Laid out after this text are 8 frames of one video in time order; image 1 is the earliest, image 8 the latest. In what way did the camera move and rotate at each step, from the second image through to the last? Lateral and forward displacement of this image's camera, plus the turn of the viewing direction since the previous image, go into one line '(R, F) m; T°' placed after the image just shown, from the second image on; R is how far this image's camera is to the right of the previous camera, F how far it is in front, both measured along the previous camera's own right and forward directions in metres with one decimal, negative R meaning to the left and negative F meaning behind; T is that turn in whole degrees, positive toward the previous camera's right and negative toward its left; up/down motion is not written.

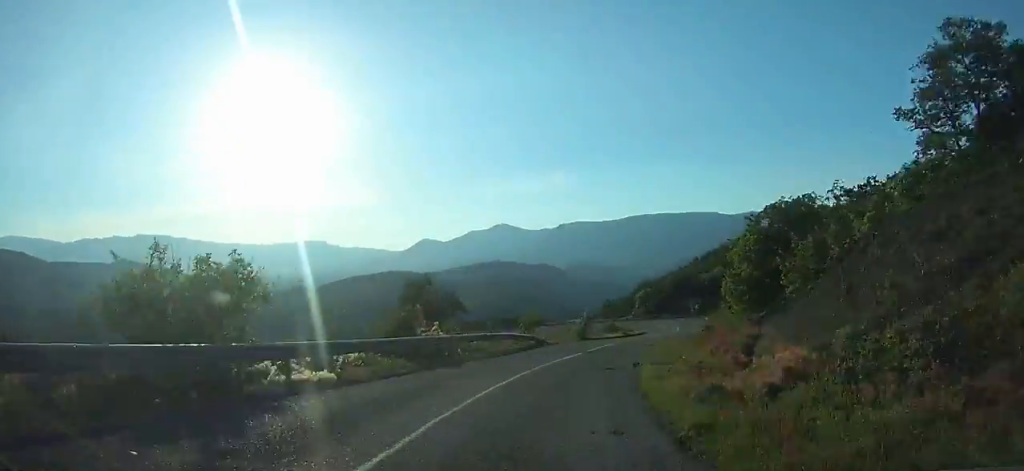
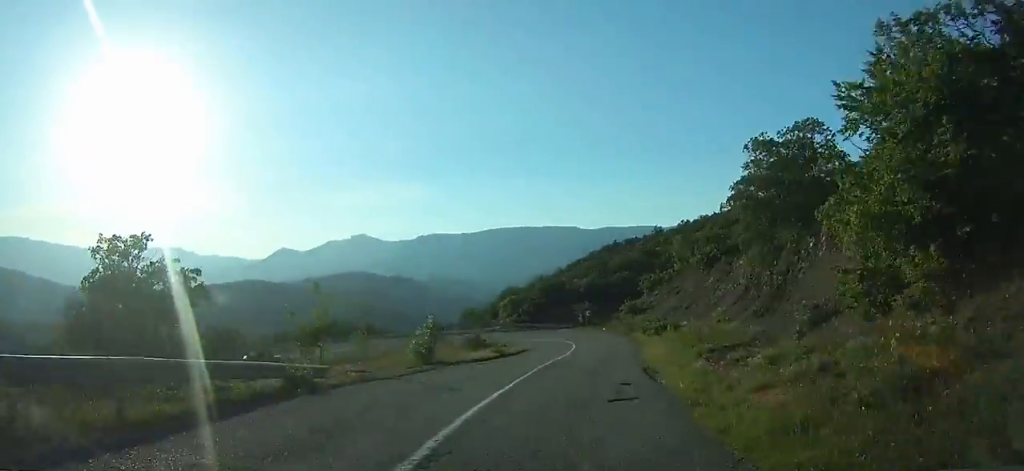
(0.0, +19.8) m; +9°
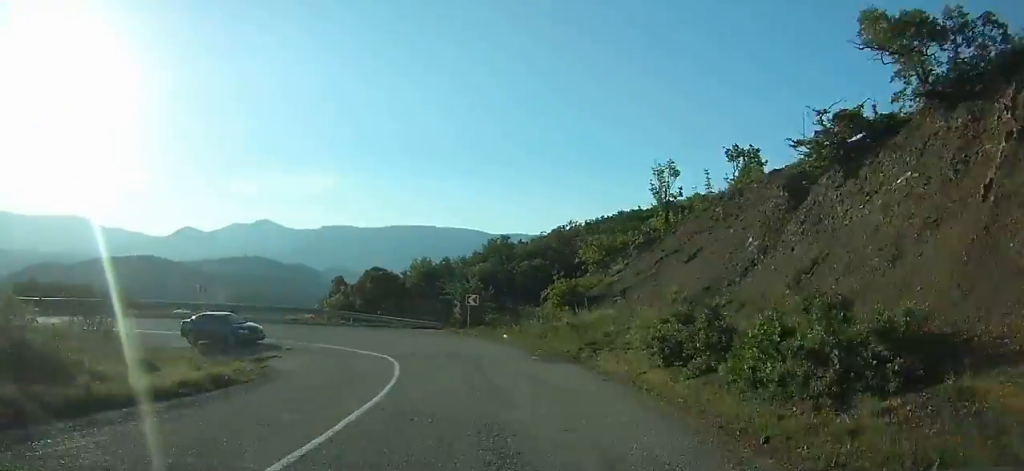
(+5.5, +30.2) m; +11°
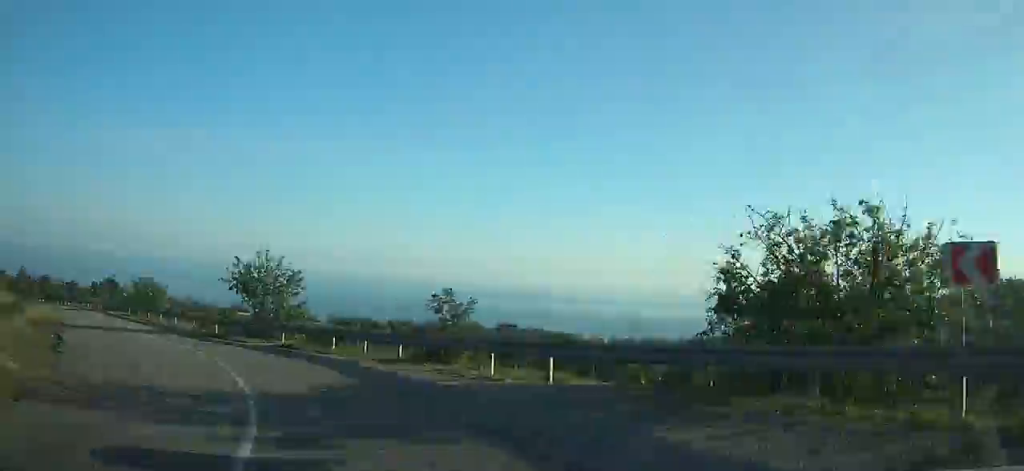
(-19.5, +36.2) m; -121°
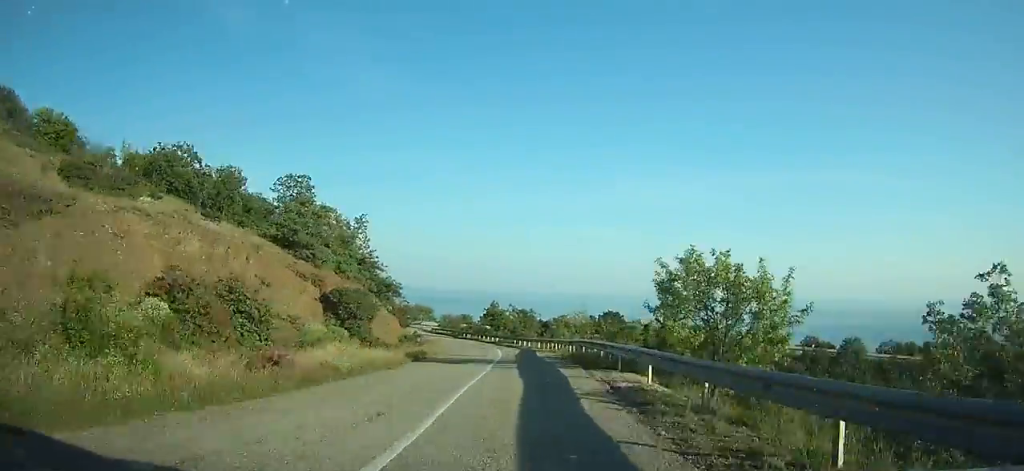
(-23.8, +30.3) m; -49°
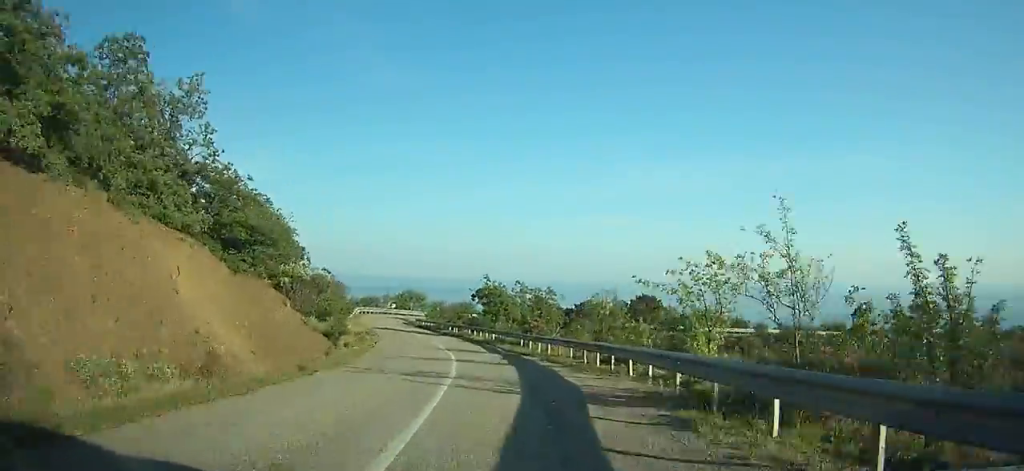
(-2.5, +23.3) m; -9°
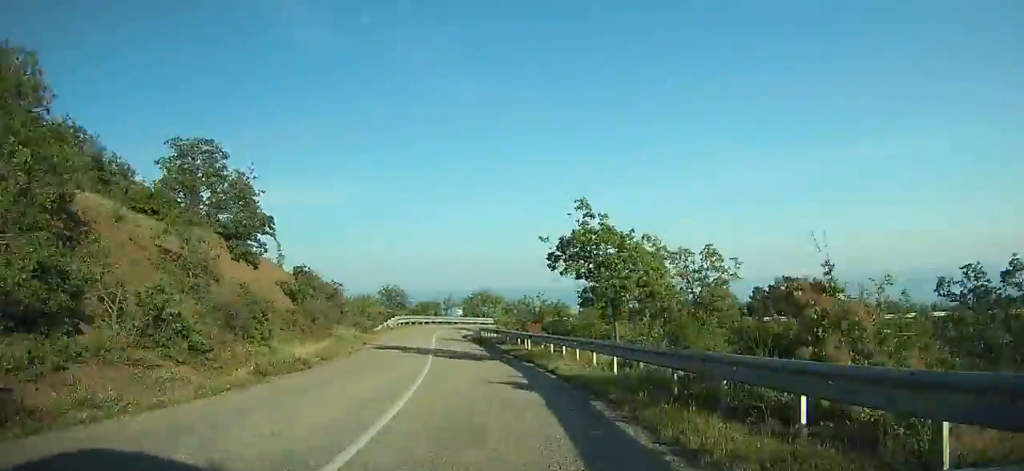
(-0.8, +23.6) m; -6°
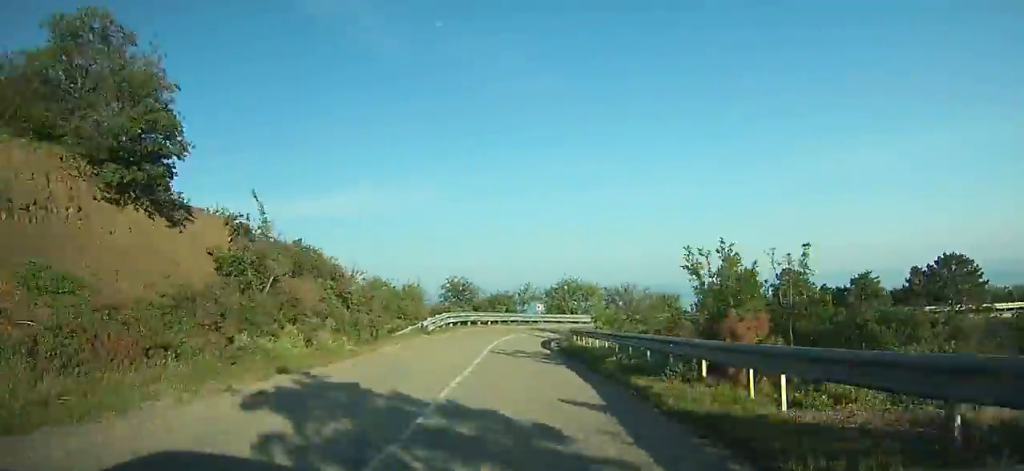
(-0.9, +17.6) m; -2°
